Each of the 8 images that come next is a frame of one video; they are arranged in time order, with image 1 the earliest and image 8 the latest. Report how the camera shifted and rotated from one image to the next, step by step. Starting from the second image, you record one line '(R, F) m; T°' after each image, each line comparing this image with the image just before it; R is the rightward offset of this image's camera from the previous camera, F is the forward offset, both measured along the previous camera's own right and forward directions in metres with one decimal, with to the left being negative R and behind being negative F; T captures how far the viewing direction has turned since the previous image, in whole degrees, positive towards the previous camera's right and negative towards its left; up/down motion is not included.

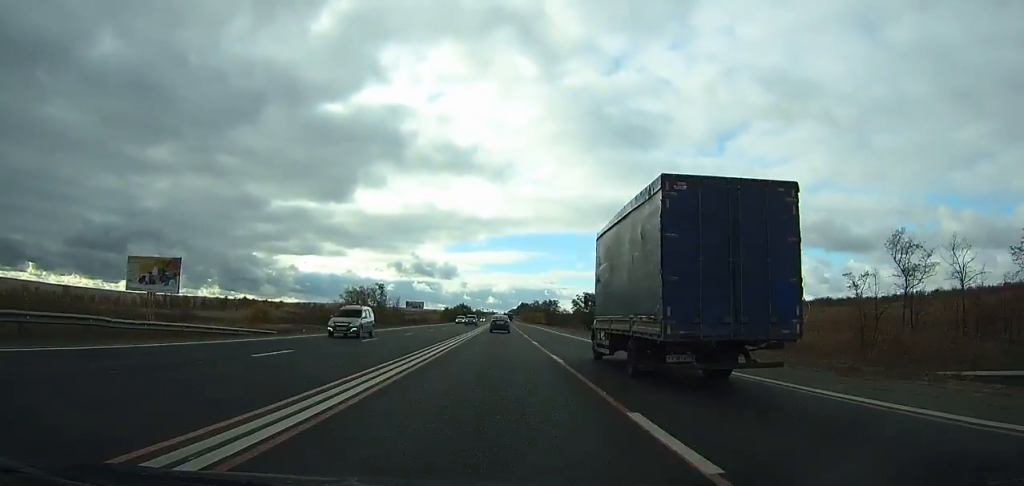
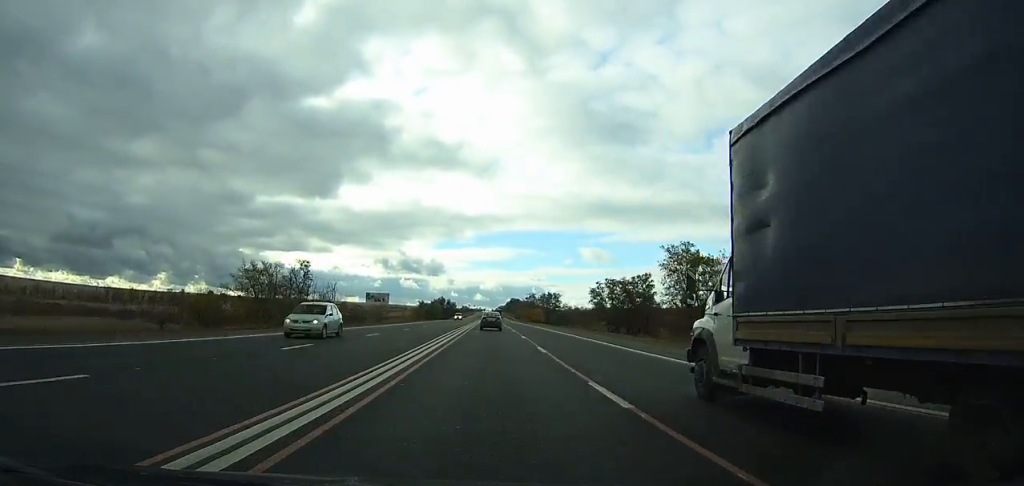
(-0.2, +45.1) m; +1°
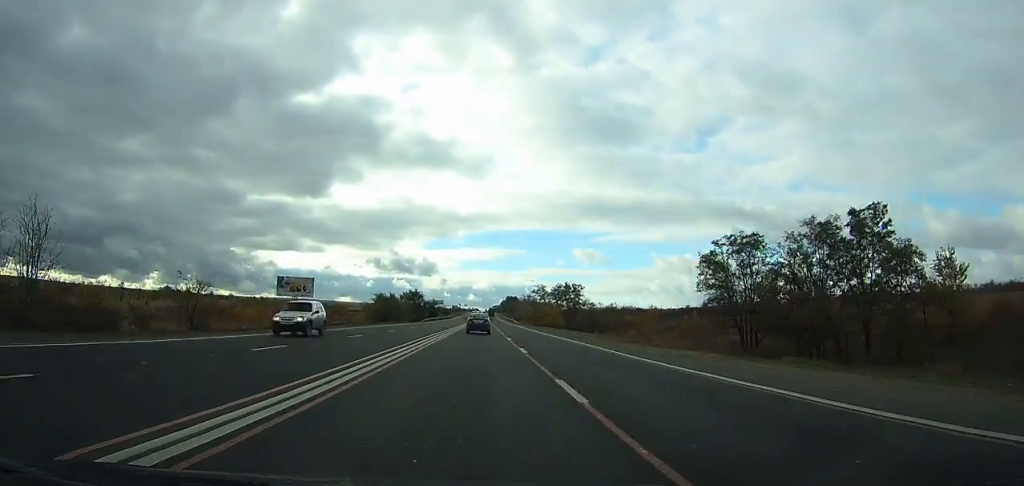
(+0.8, +60.3) m; +1°
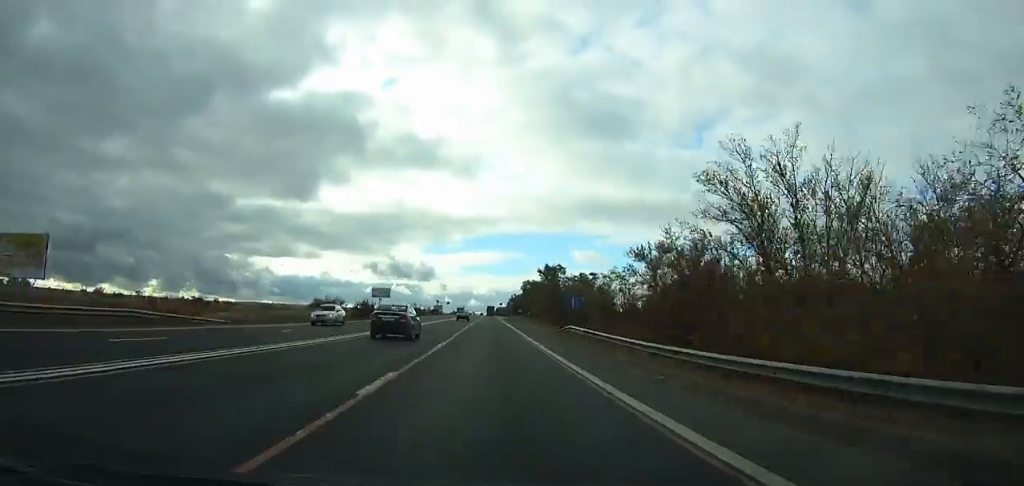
(+0.8, +206.3) m; 0°
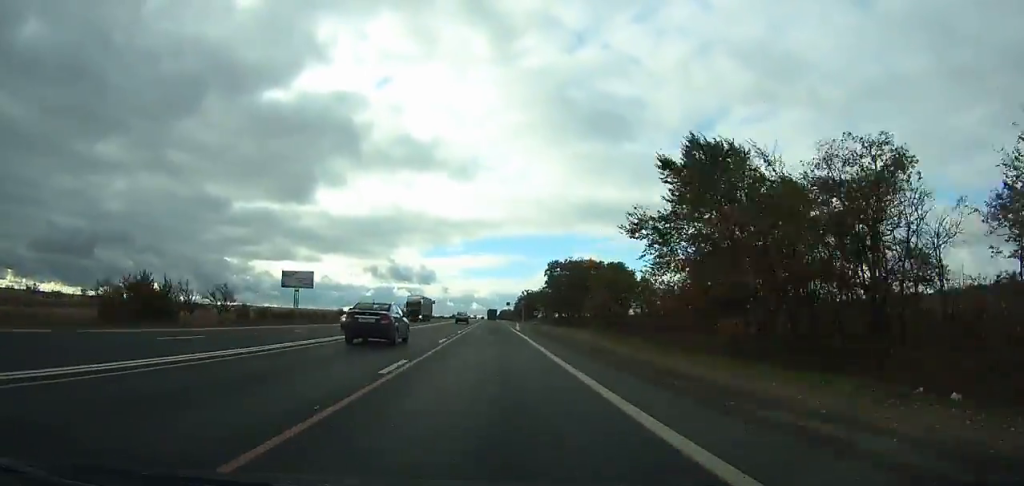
(-0.2, +83.4) m; 0°
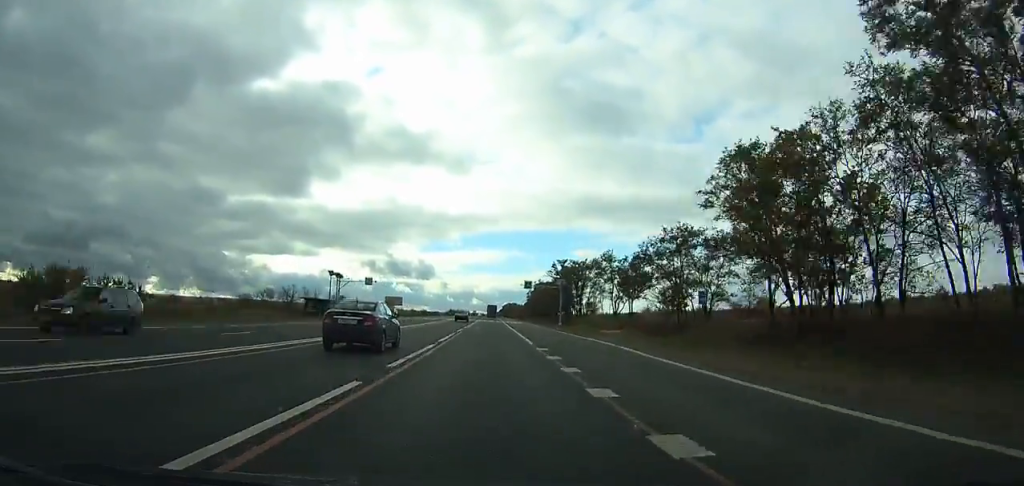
(-0.2, +105.1) m; 0°
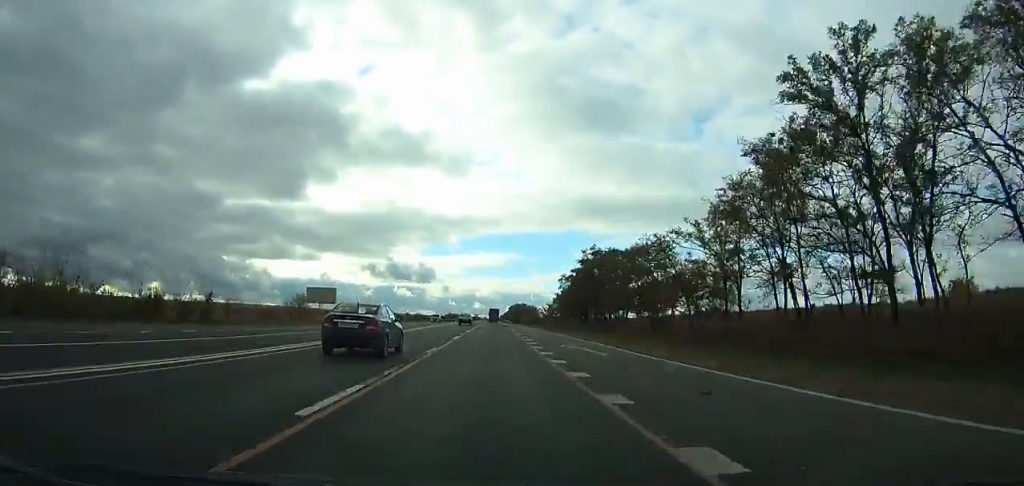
(0.0, +89.1) m; 0°
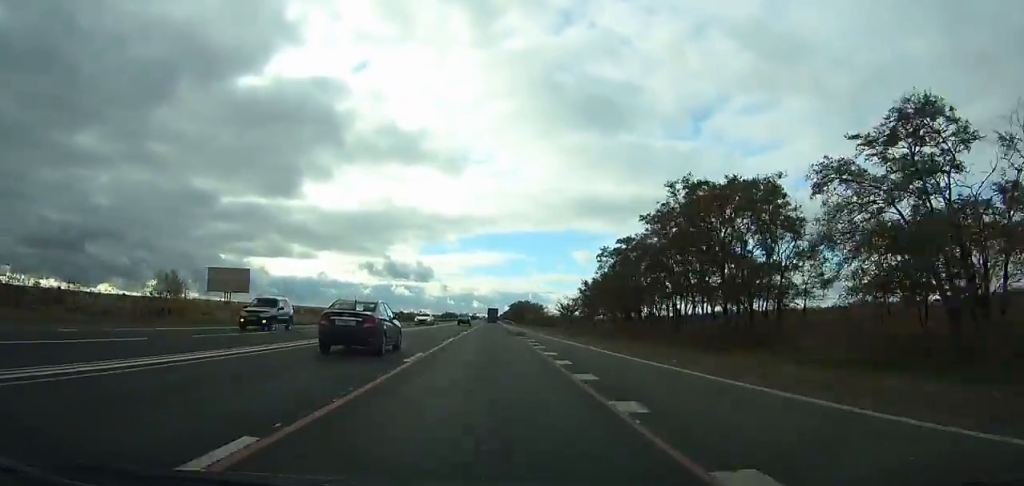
(0.0, +41.4) m; 0°
